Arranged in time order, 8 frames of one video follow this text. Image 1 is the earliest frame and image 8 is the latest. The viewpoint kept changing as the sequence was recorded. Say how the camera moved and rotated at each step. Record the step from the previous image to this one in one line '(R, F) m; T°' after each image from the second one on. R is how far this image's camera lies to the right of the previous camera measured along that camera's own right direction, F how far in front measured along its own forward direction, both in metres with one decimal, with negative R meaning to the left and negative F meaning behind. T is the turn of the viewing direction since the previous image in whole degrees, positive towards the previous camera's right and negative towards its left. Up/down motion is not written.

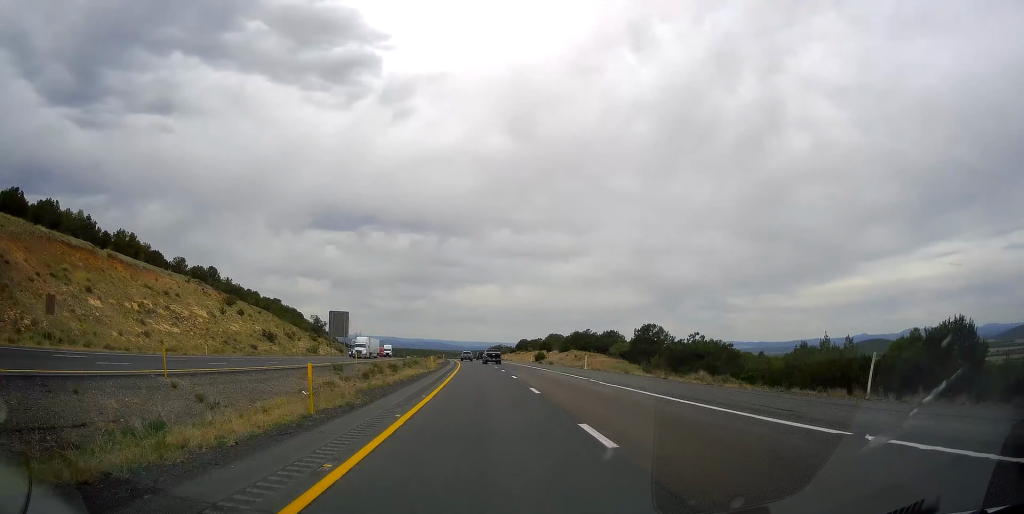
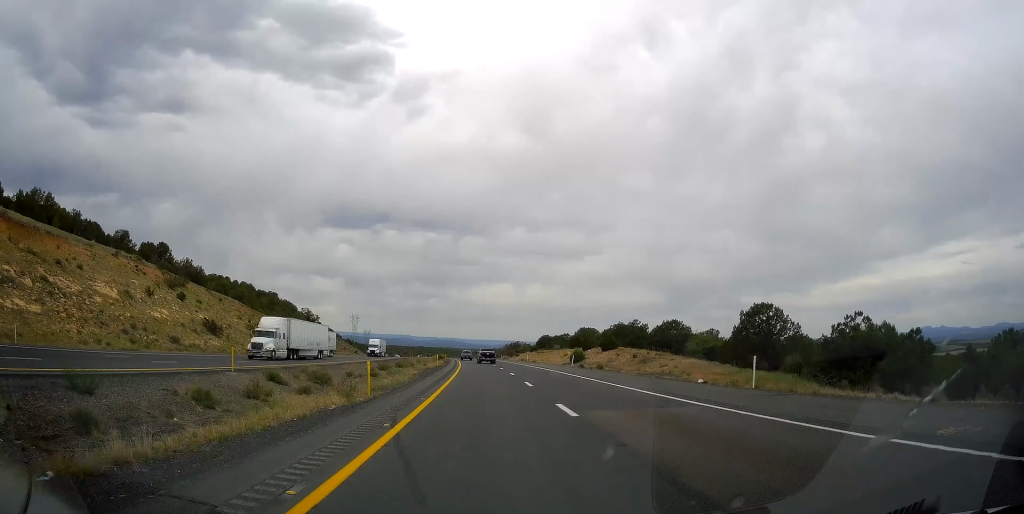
(0.0, +31.9) m; -2°
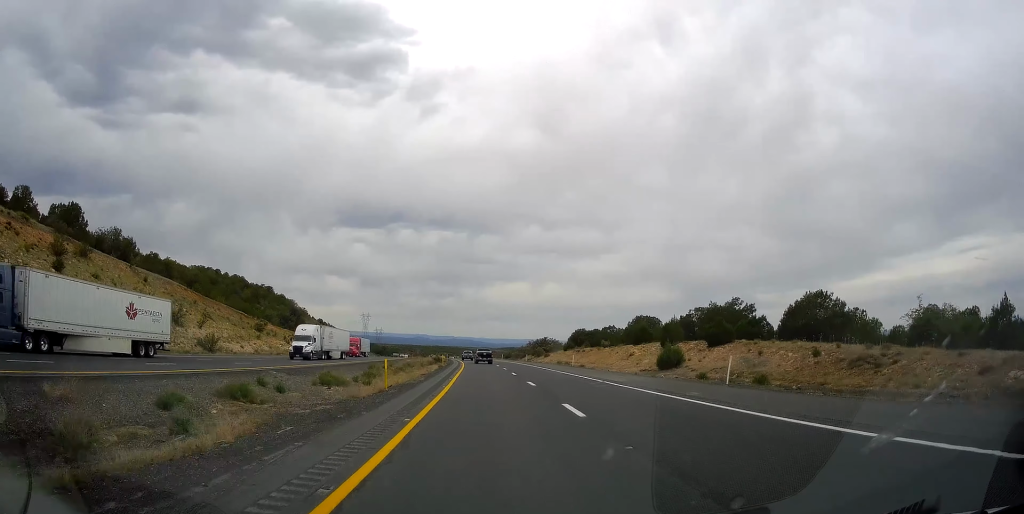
(-1.4, +36.3) m; -2°
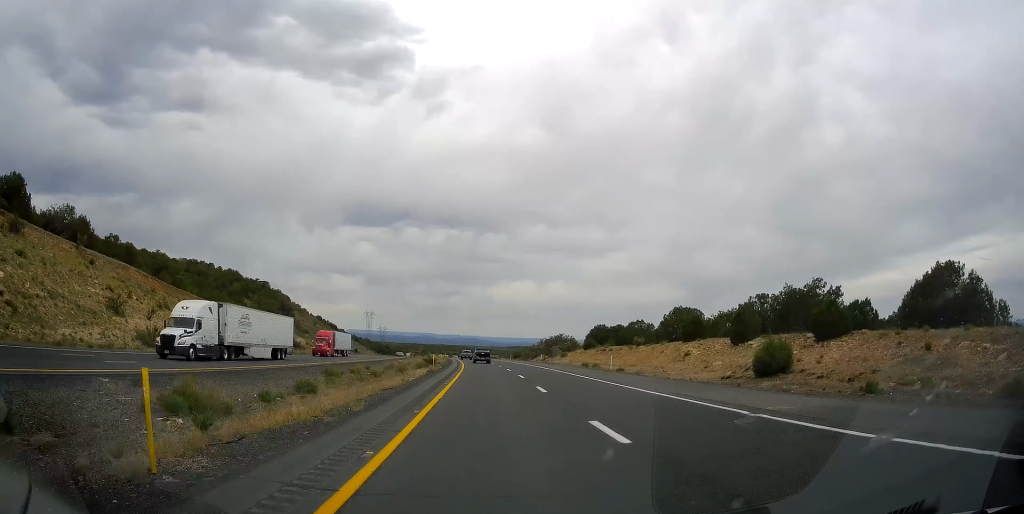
(0.0, +16.6) m; 0°
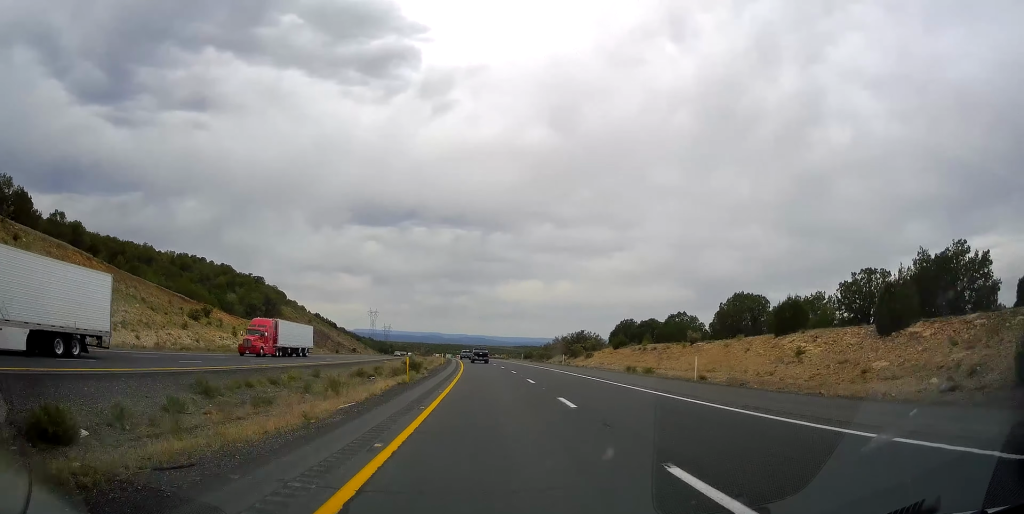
(0.0, +17.7) m; 0°
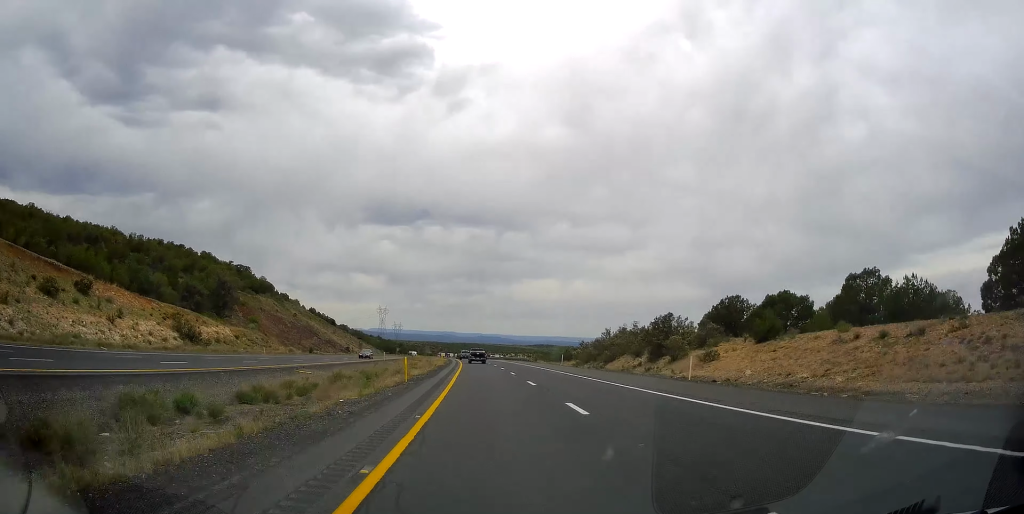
(-0.3, +38.8) m; -2°
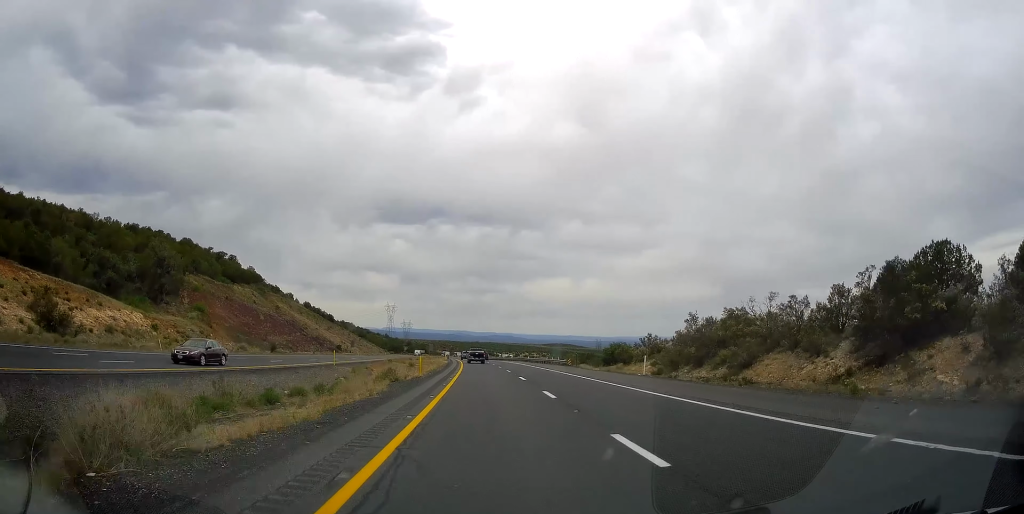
(-0.9, +31.0) m; -2°
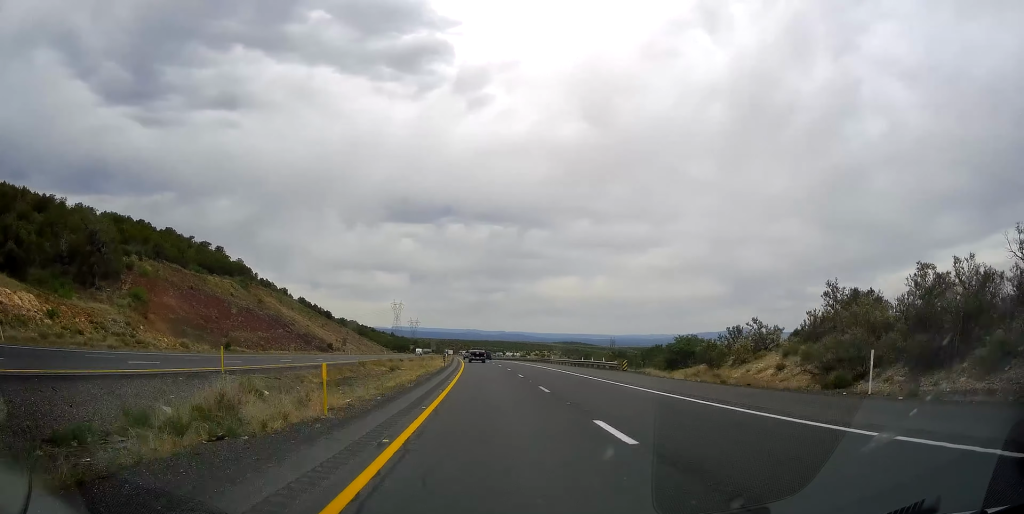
(0.0, +22.1) m; 0°
